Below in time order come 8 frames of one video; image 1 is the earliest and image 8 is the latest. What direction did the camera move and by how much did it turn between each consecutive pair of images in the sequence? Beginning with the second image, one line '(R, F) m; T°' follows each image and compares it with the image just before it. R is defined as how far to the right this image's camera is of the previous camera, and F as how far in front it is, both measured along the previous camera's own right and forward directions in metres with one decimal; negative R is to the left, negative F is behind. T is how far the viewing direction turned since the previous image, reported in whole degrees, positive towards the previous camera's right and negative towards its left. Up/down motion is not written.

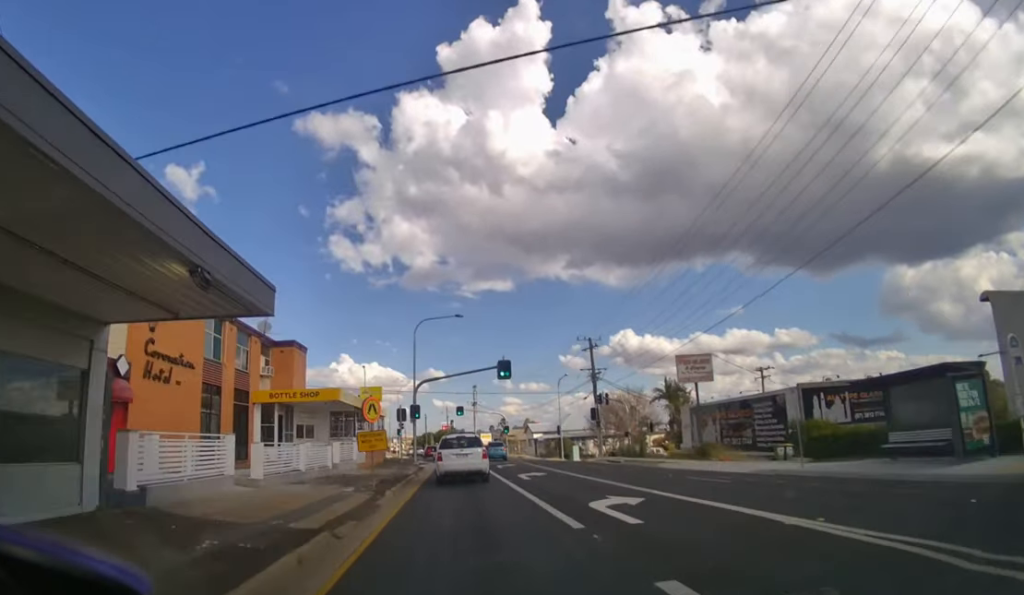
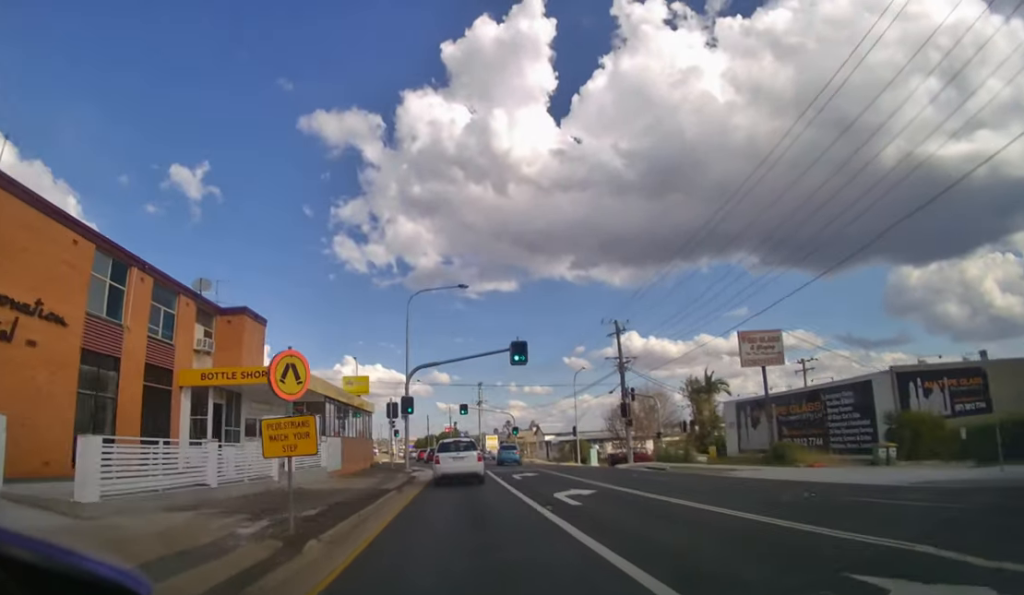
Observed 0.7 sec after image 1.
(-0.1, +8.2) m; -1°
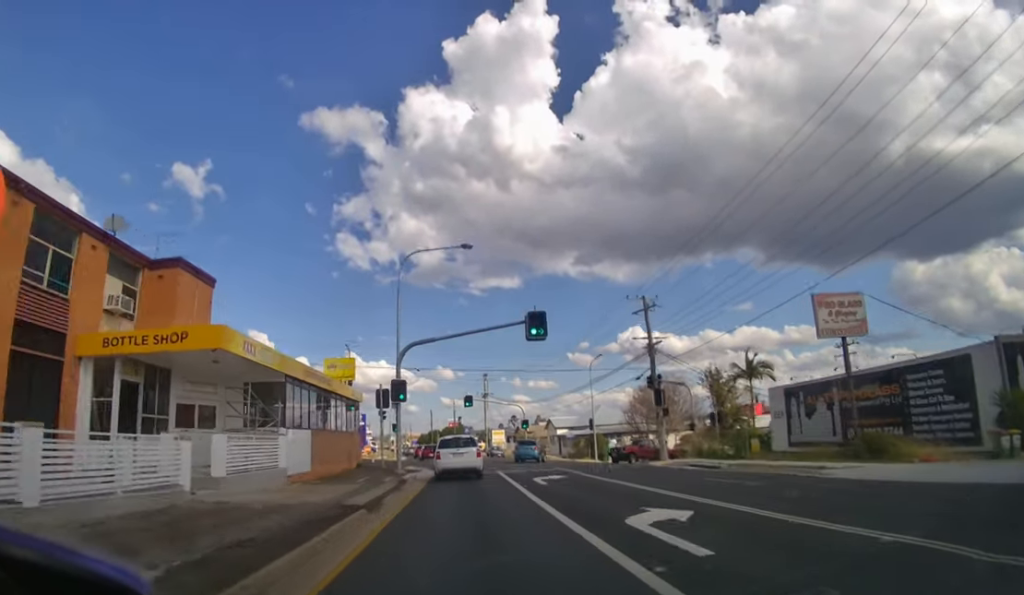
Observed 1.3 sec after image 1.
(0.0, +6.6) m; 0°
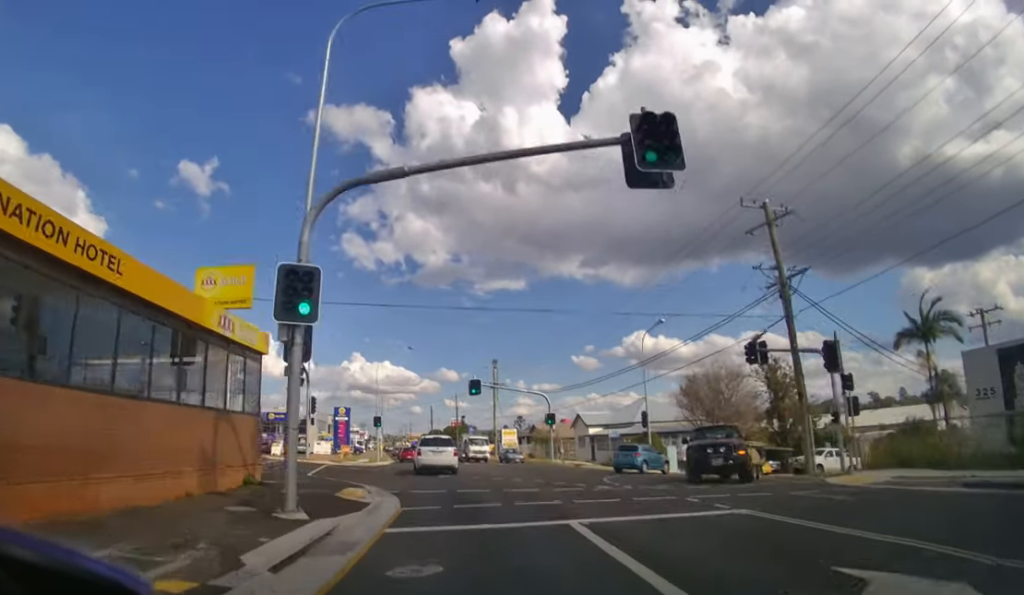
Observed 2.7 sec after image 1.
(-0.1, +16.3) m; -1°
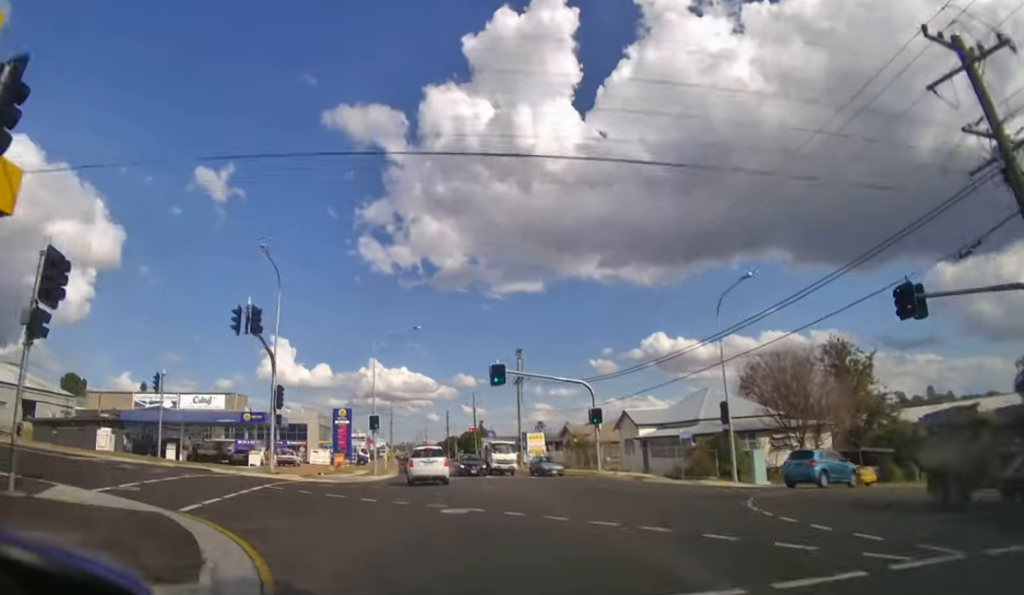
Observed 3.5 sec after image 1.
(-0.1, +9.9) m; -2°
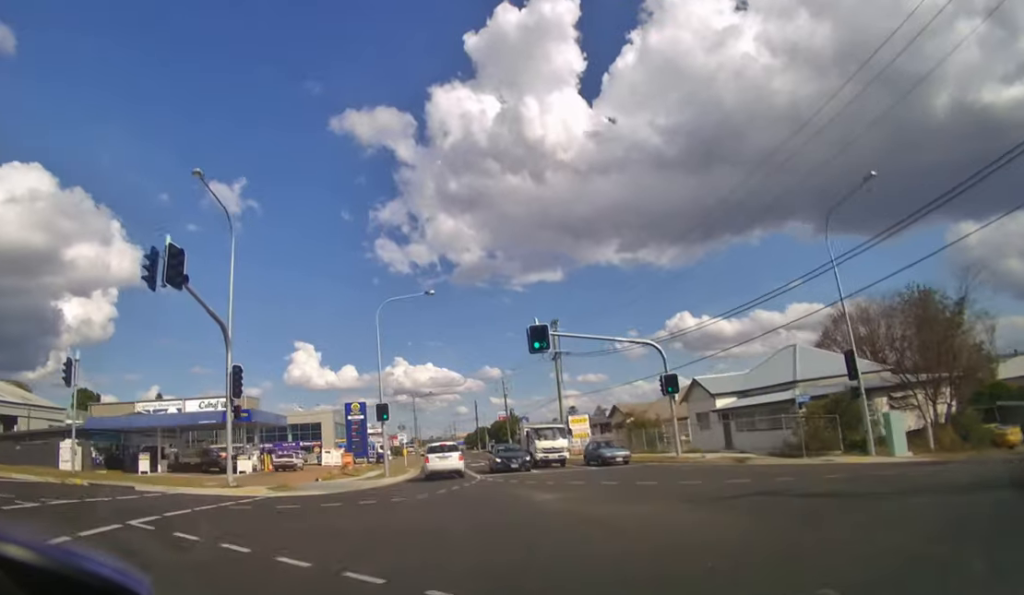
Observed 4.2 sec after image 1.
(-0.1, +8.0) m; -2°
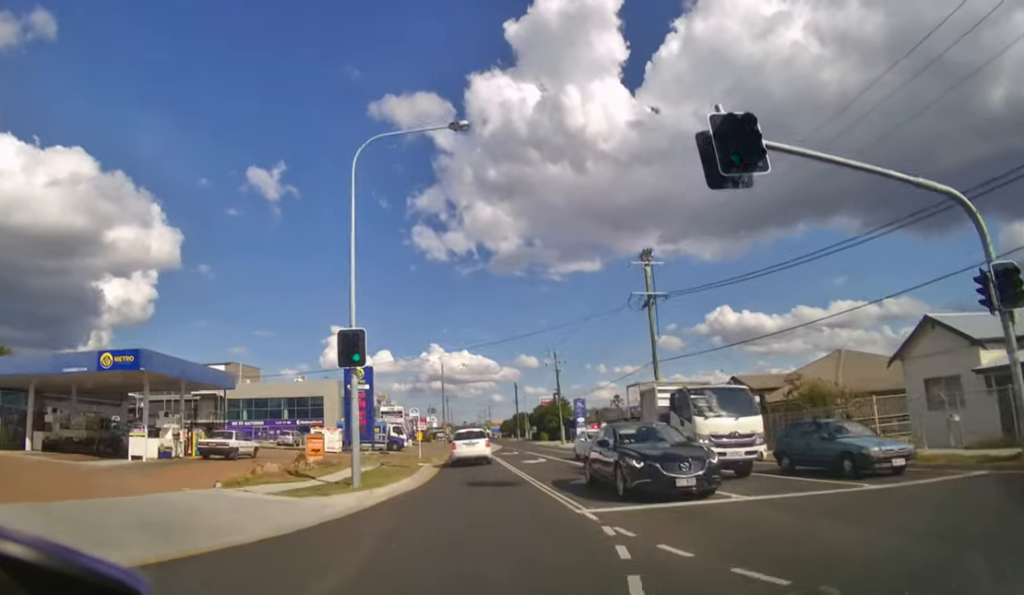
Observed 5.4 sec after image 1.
(-0.6, +15.4) m; -3°
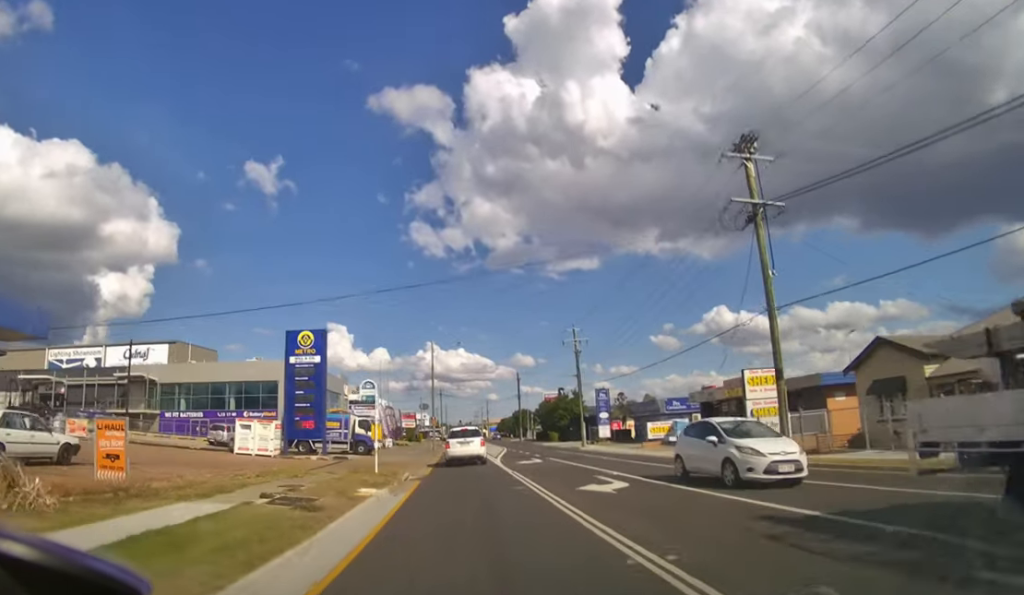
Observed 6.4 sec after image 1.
(-0.1, +11.4) m; -1°
